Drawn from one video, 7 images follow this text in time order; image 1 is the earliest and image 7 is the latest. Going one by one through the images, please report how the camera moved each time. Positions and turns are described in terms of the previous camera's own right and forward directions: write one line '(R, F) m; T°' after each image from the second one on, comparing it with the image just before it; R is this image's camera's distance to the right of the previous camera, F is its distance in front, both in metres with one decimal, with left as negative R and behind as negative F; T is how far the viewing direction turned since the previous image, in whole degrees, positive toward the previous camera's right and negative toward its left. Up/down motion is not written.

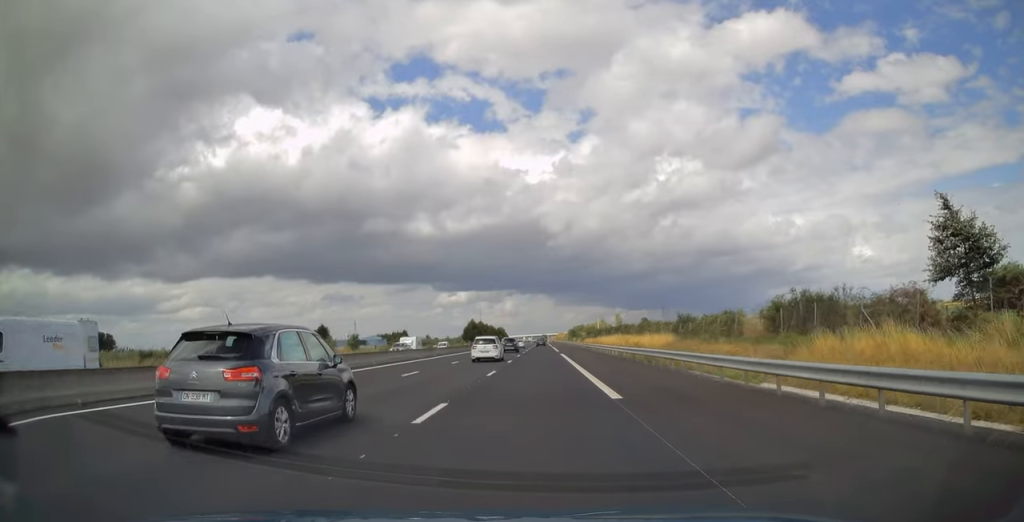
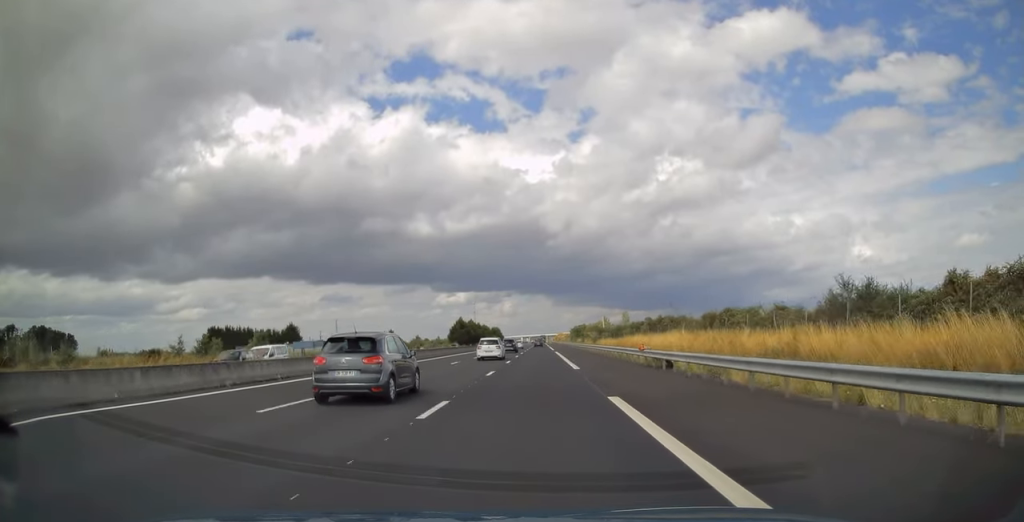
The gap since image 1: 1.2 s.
(0.0, +38.8) m; 0°
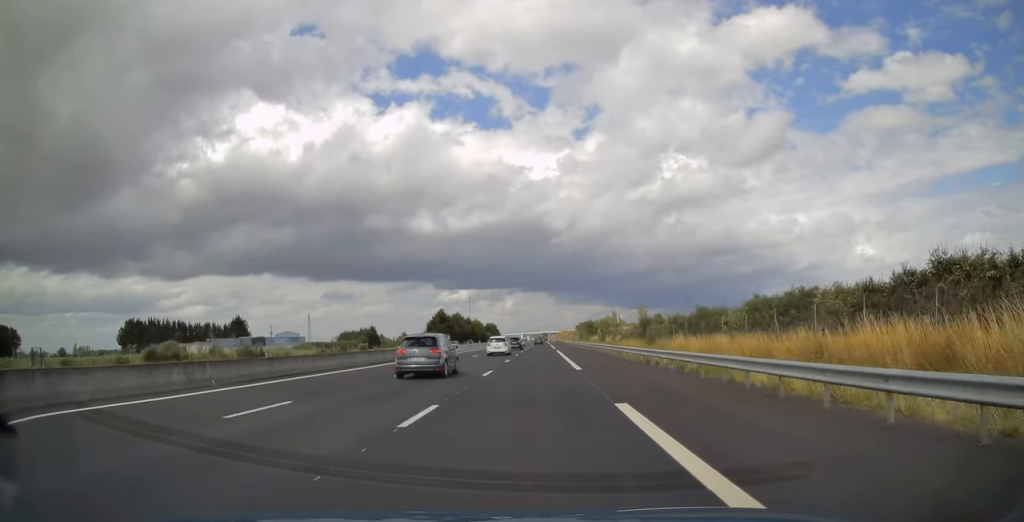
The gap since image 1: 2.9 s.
(+0.2, +53.8) m; 0°
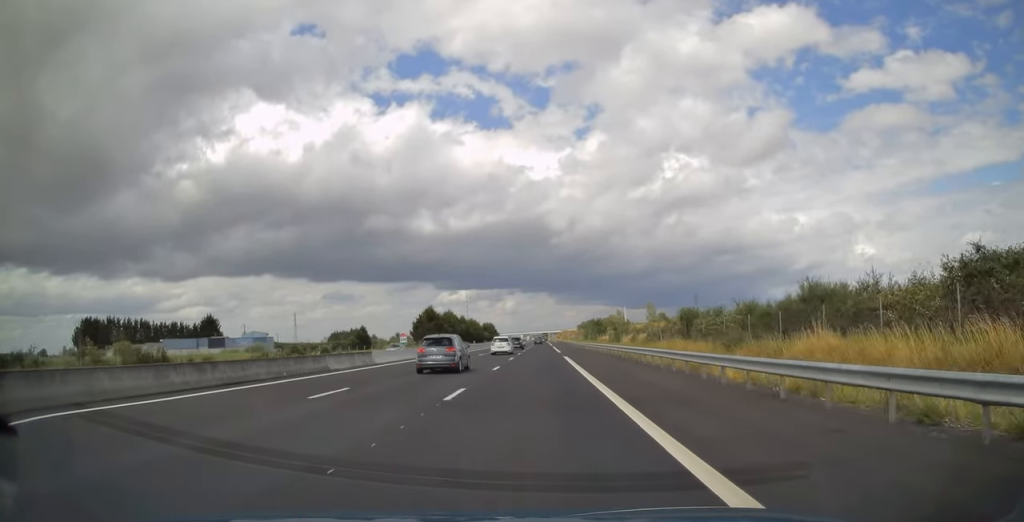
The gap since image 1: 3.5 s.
(0.0, +22.1) m; 0°
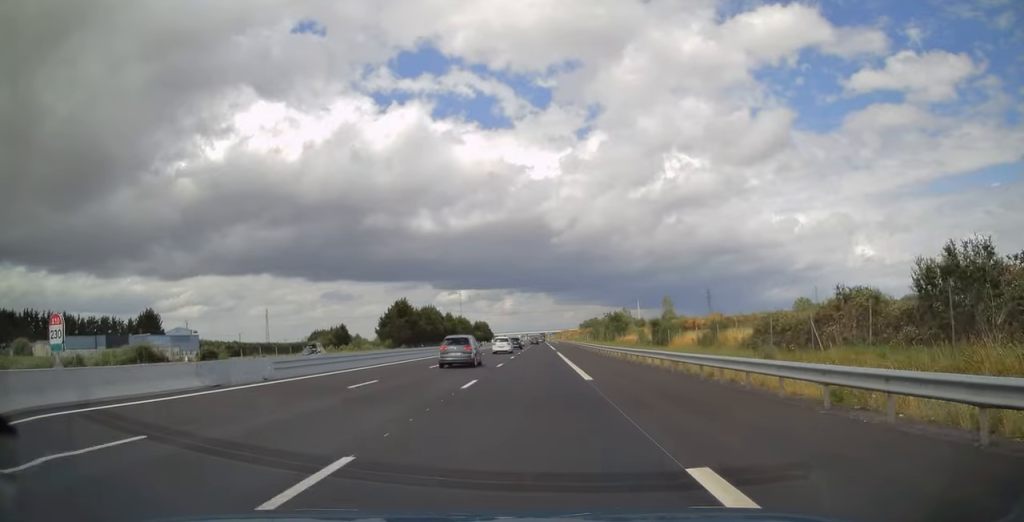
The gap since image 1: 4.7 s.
(0.0, +36.1) m; 0°
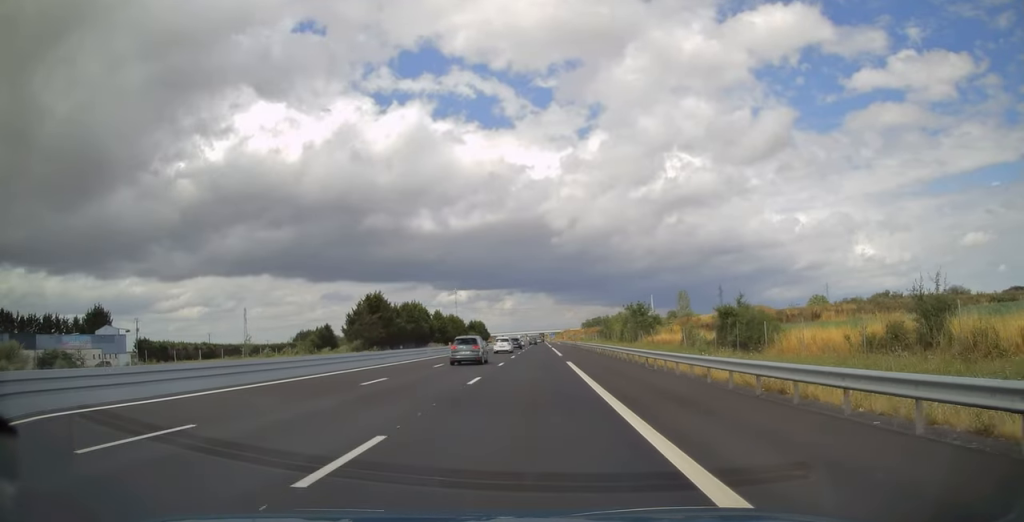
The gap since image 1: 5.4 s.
(-0.1, +24.9) m; 0°
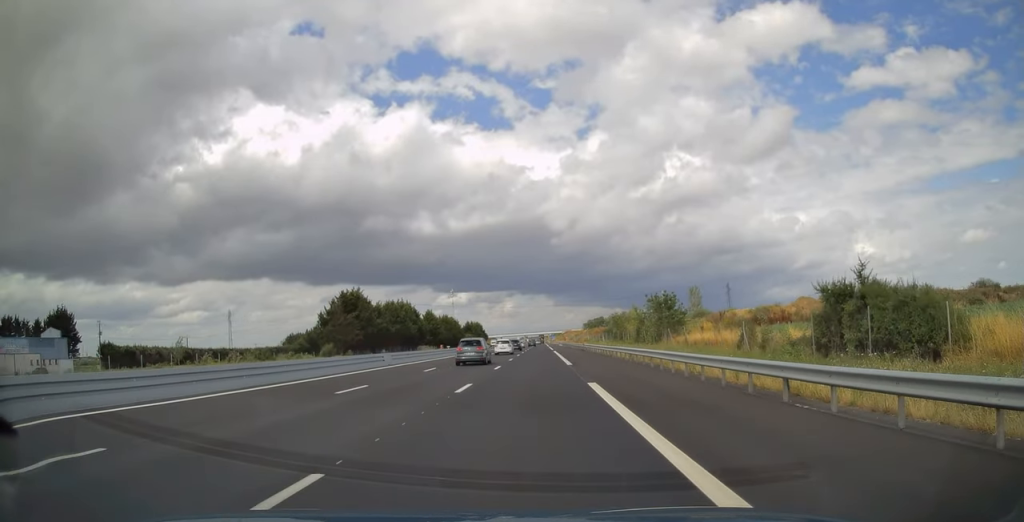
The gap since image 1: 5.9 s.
(0.0, +15.6) m; 0°
